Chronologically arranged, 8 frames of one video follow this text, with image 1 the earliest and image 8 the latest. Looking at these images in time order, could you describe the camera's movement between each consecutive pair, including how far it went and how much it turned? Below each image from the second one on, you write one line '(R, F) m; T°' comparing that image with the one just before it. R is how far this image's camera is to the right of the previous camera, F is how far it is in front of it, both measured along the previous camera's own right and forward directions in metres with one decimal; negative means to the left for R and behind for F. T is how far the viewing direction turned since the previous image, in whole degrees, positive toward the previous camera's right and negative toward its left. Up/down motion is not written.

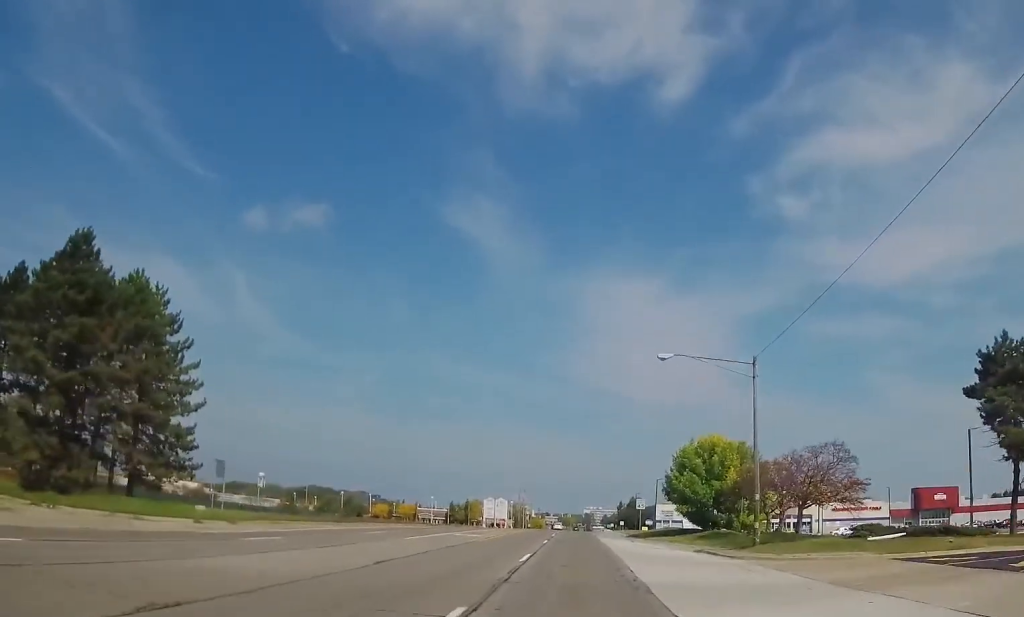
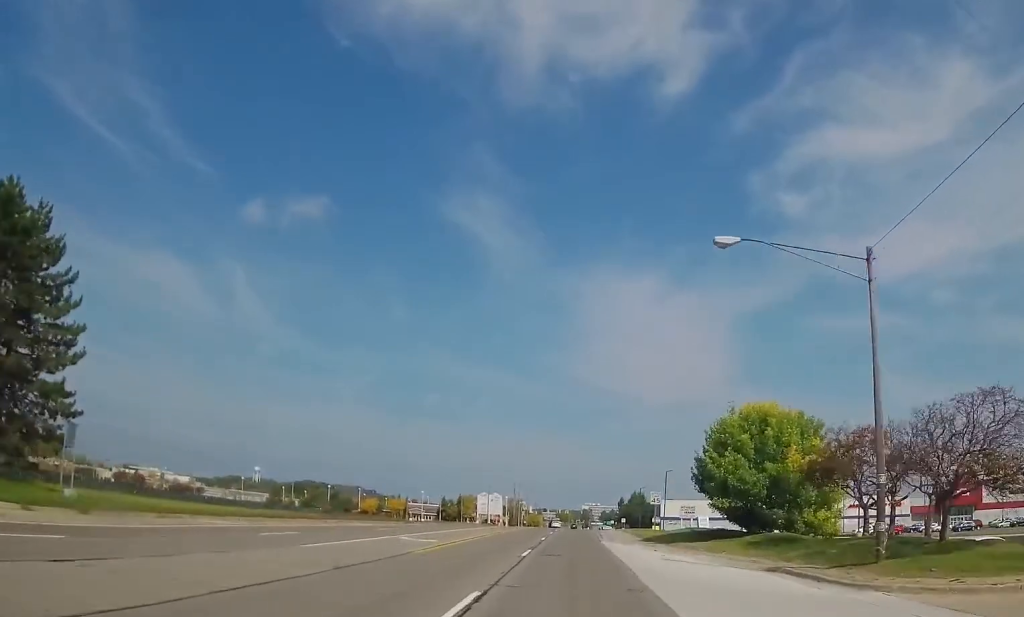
(-0.2, +13.7) m; -1°
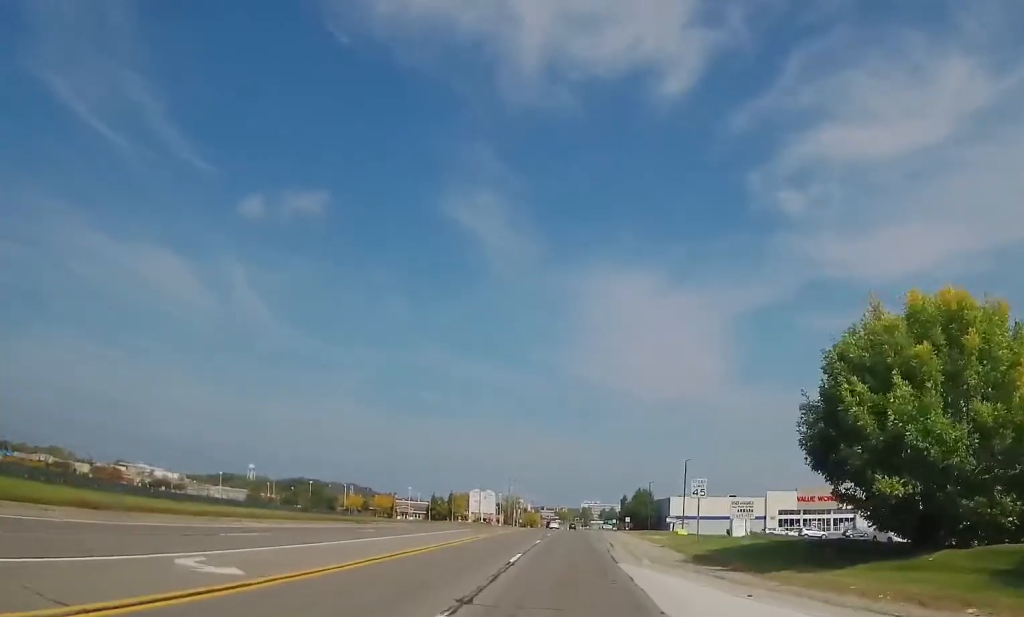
(+0.1, +18.5) m; 0°
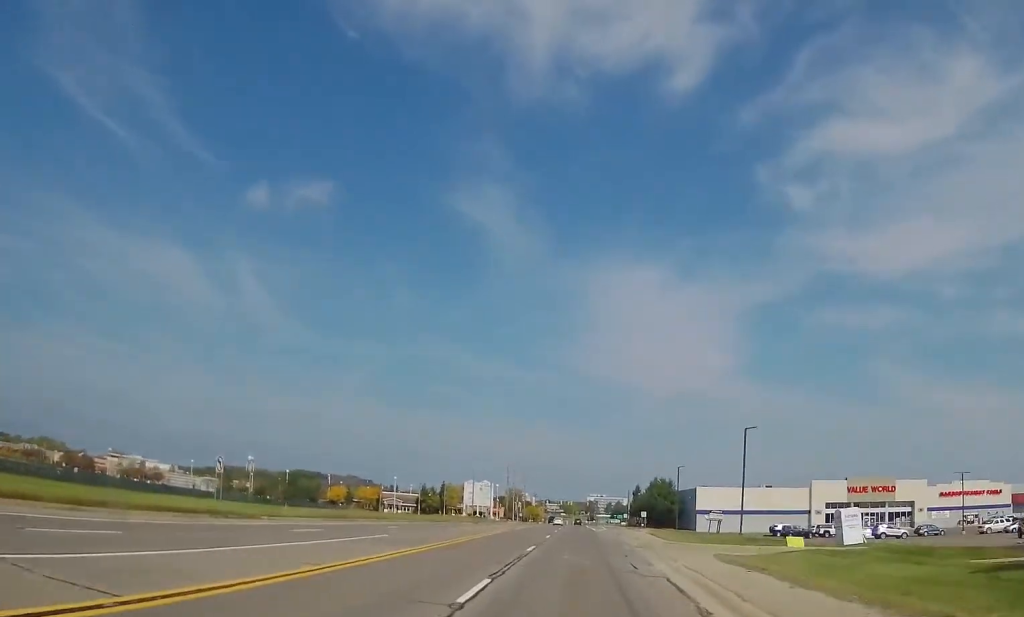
(-0.4, +26.0) m; -1°
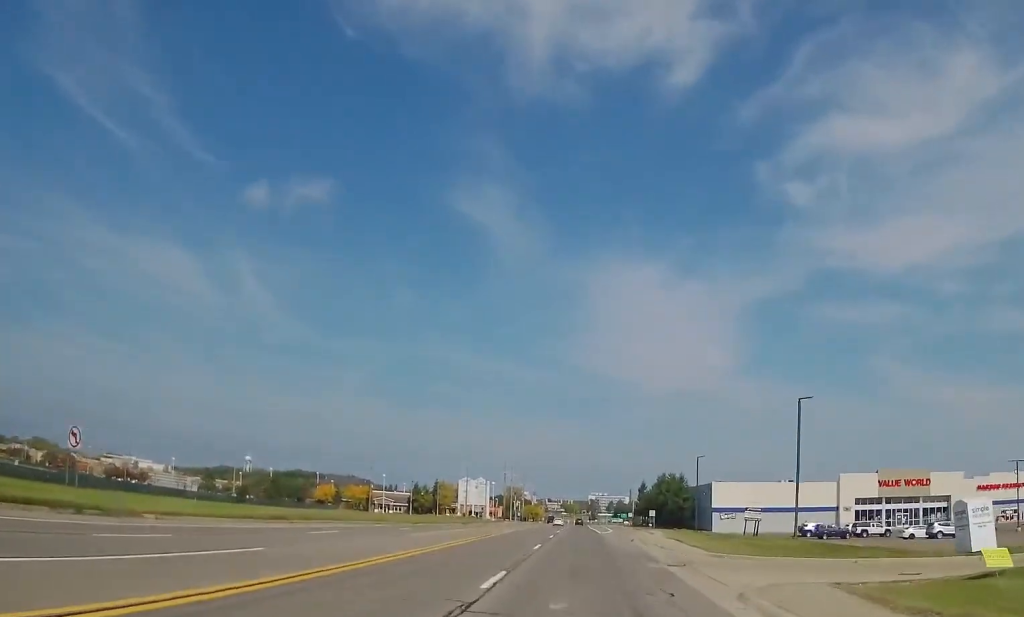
(0.0, +13.4) m; 0°
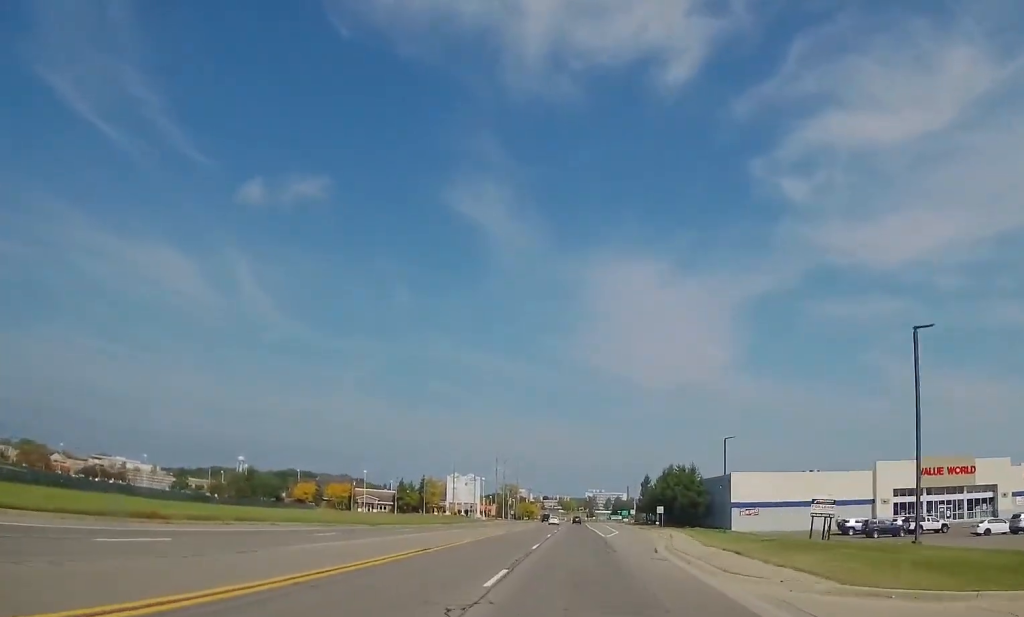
(0.0, +15.4) m; 0°
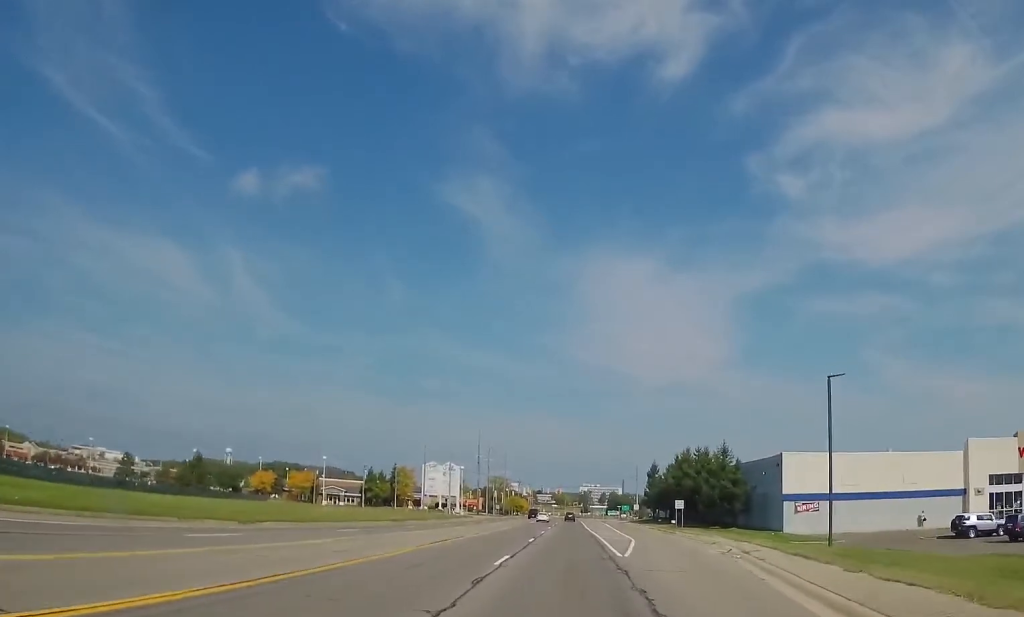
(0.0, +25.7) m; +1°
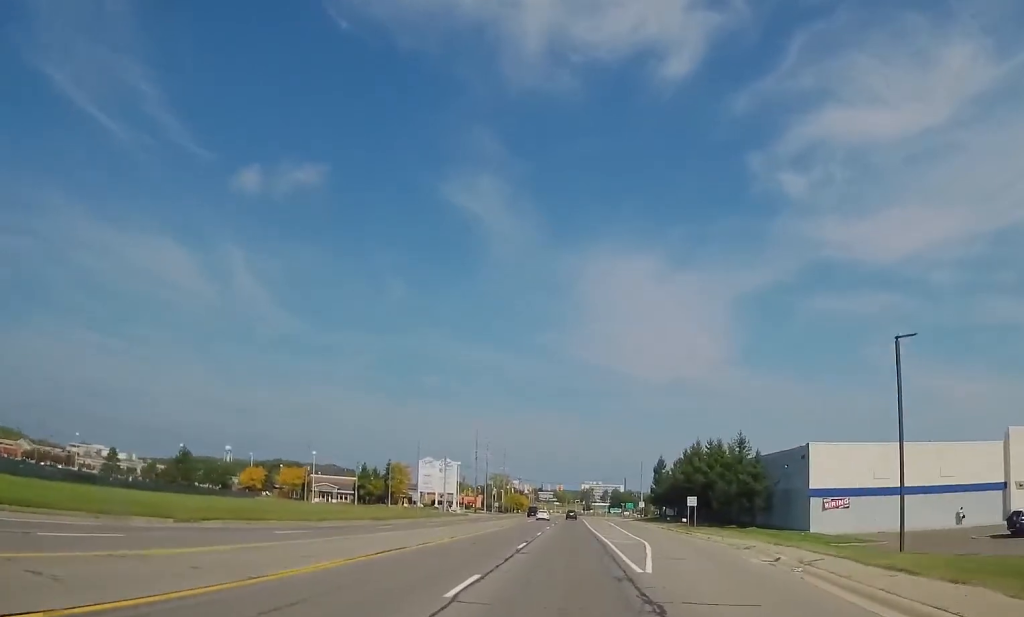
(0.0, +7.3) m; 0°
